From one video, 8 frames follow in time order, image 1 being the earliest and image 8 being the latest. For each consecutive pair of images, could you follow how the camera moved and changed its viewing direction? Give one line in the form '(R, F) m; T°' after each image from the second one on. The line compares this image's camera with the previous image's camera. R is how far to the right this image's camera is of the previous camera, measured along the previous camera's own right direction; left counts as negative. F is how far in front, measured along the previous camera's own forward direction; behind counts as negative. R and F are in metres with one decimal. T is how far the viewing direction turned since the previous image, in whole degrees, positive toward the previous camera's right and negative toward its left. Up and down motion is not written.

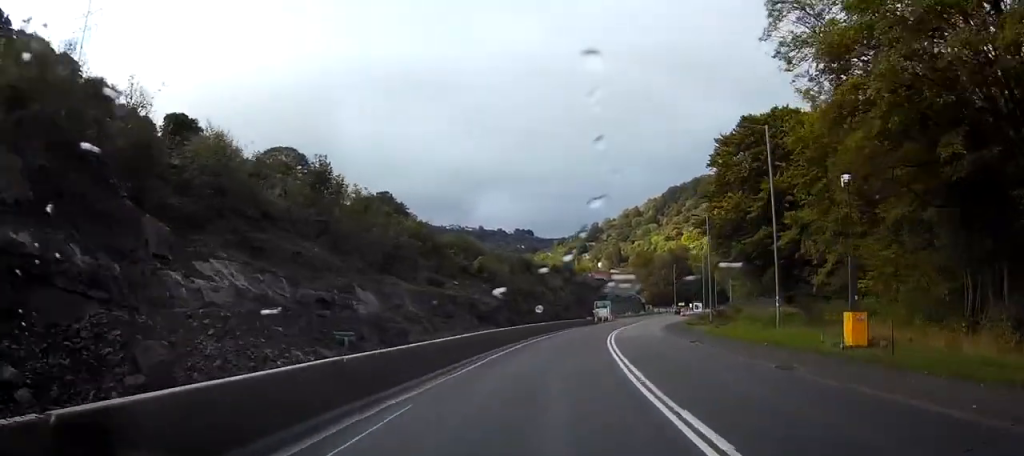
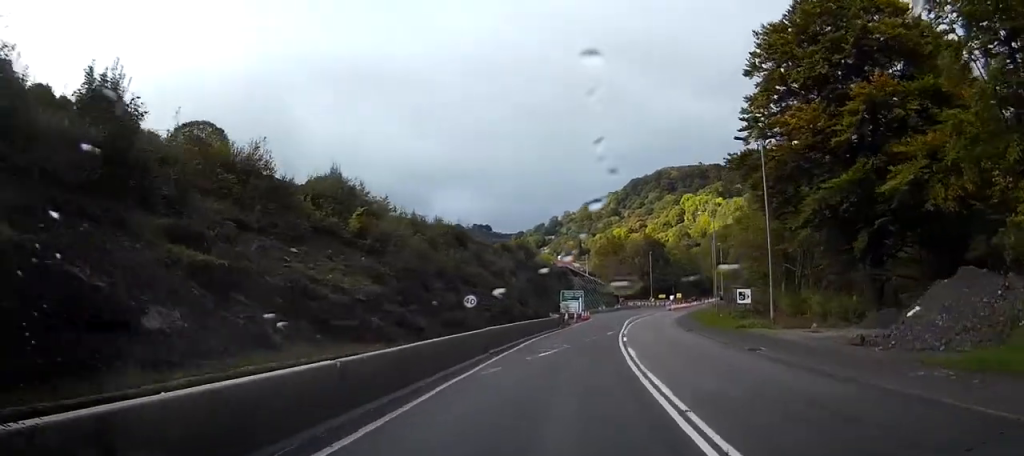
(+0.9, +31.1) m; +3°
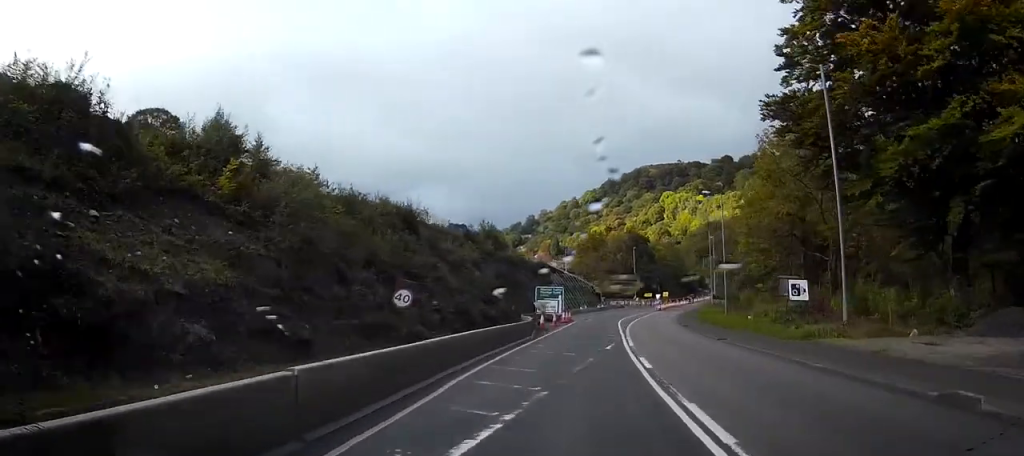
(+0.1, +13.1) m; +1°
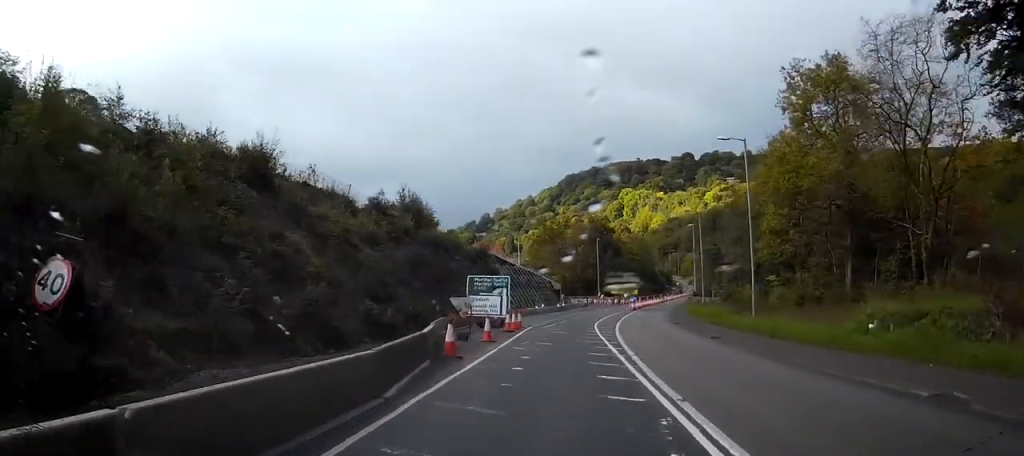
(+0.4, +19.8) m; +3°
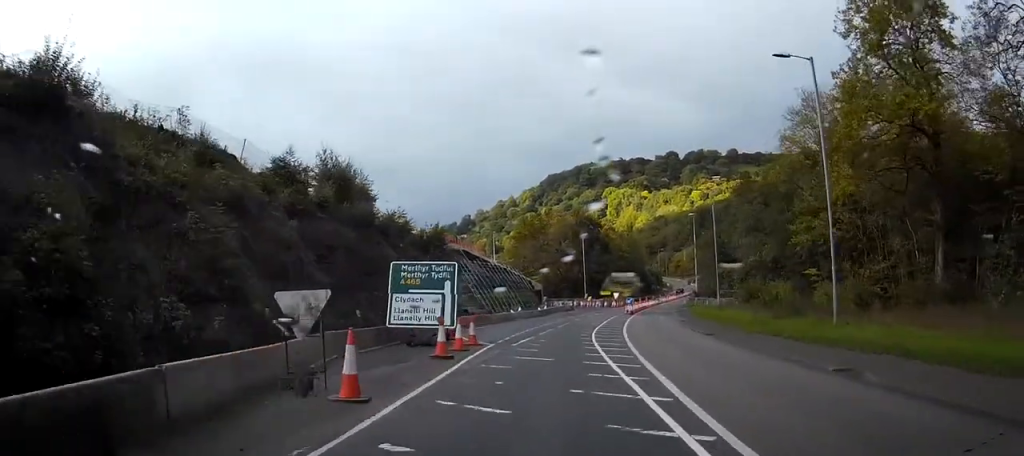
(+0.4, +14.7) m; +2°
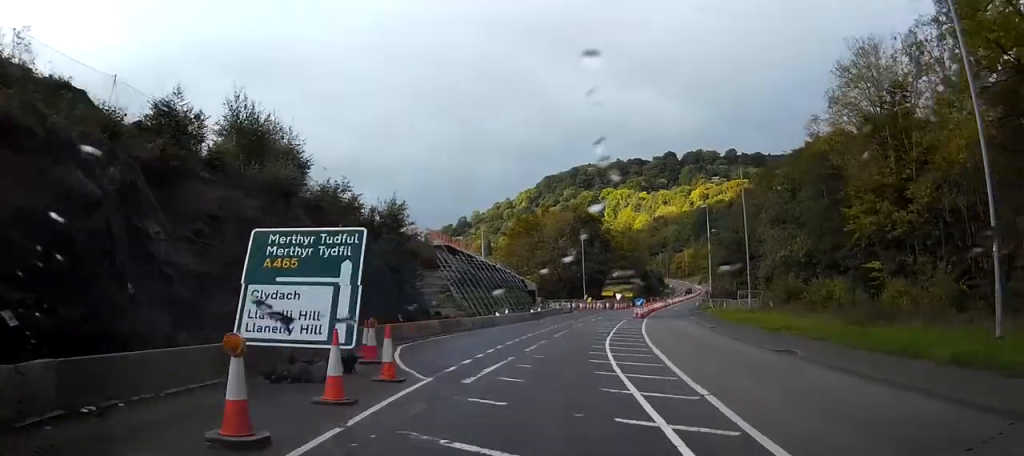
(+0.2, +11.6) m; +1°
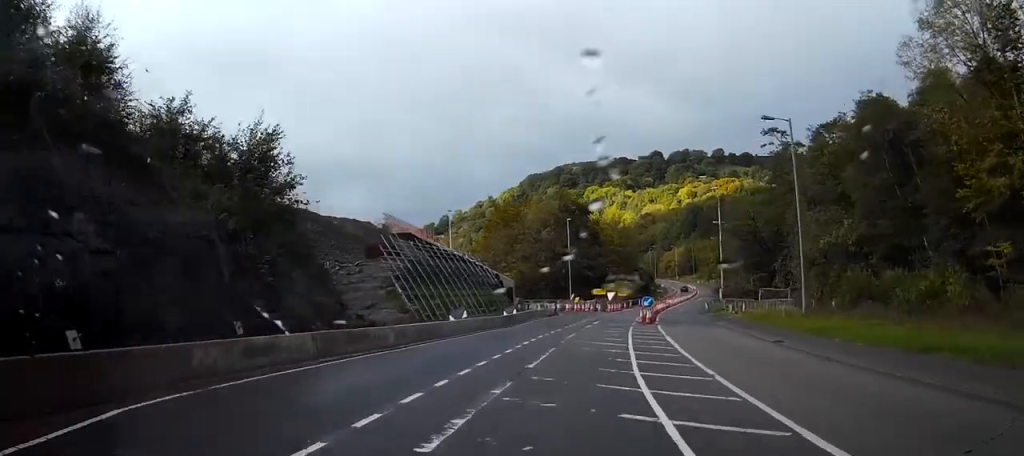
(-0.1, +14.6) m; +1°
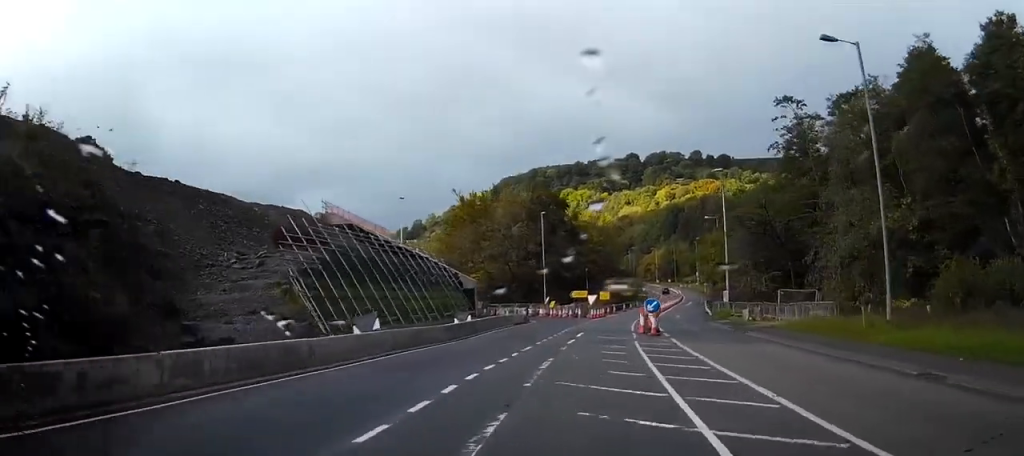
(+0.2, +12.5) m; +1°
